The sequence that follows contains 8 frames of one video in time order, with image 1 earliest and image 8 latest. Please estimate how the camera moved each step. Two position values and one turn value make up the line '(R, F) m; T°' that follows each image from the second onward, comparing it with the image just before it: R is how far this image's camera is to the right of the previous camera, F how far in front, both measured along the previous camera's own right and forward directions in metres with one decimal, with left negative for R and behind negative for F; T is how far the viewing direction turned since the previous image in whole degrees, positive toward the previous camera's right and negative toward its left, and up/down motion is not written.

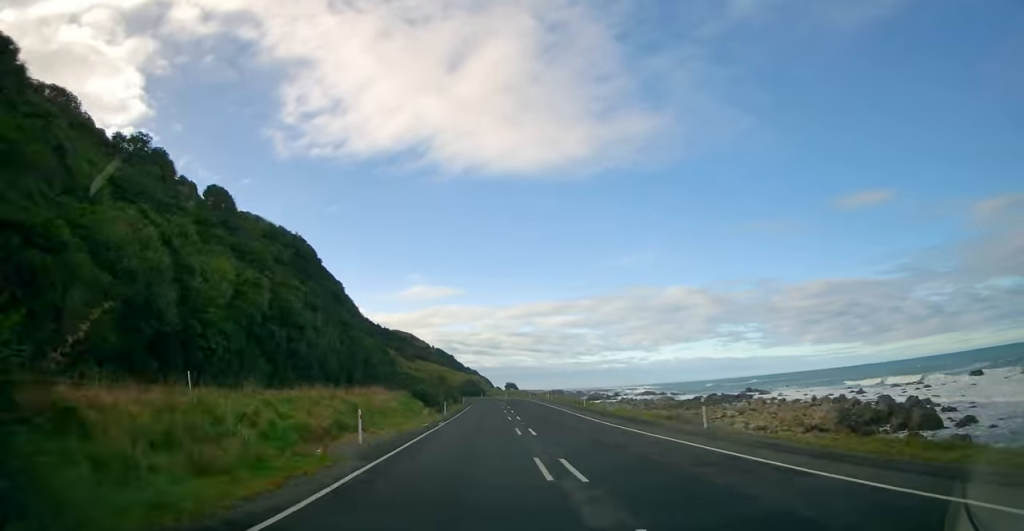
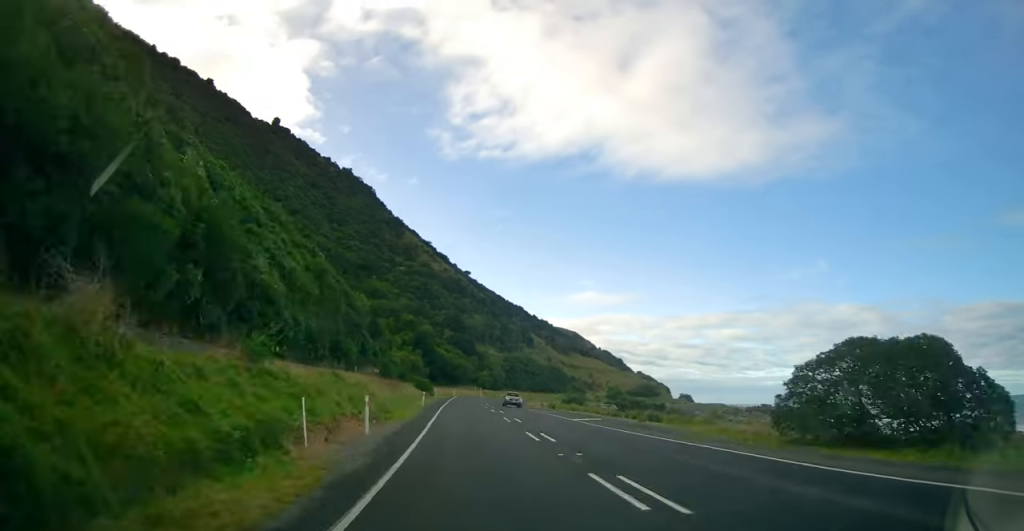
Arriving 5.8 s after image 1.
(-12.9, +126.5) m; -13°
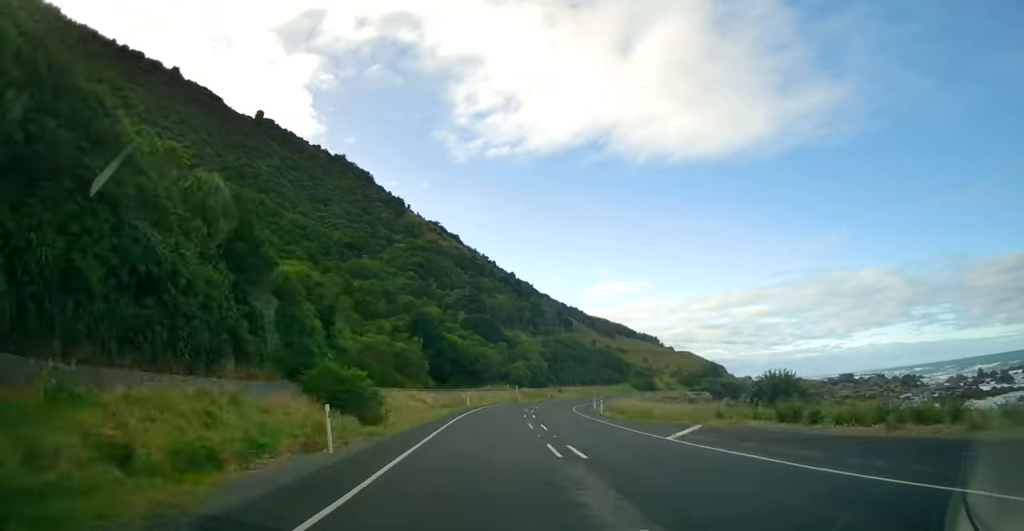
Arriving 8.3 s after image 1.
(-2.7, +52.8) m; 0°
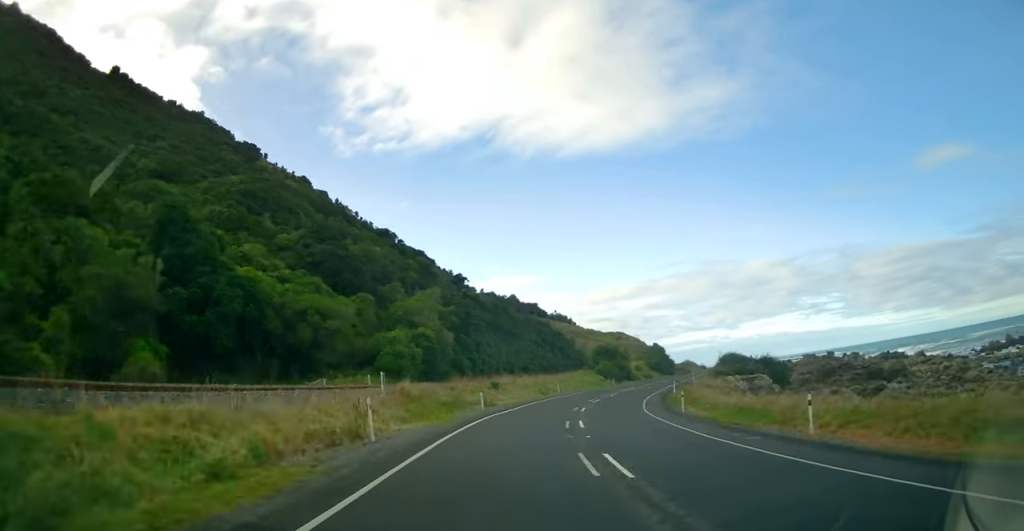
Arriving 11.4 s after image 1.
(+3.4, +64.2) m; +15°
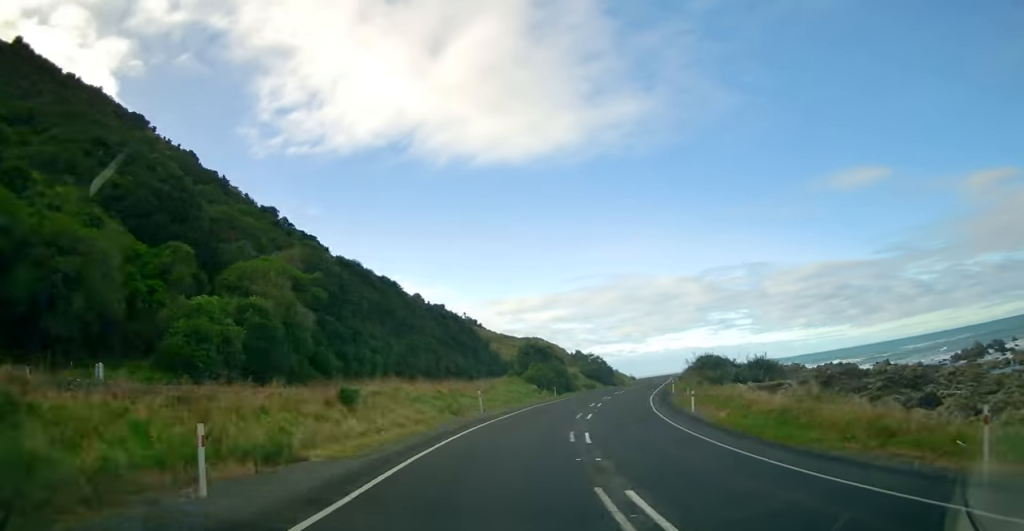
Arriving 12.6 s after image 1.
(+5.1, +24.4) m; +7°
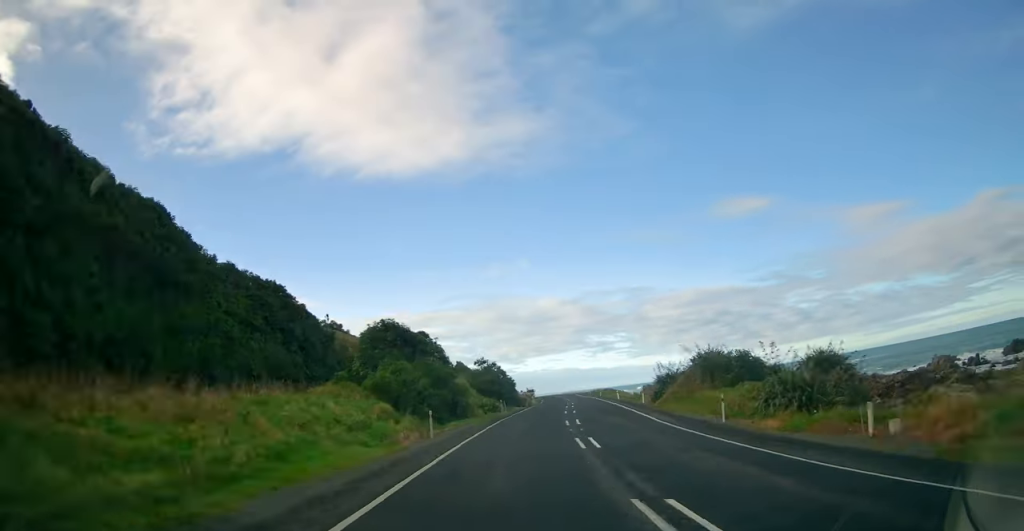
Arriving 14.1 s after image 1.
(+2.9, +31.0) m; +8°
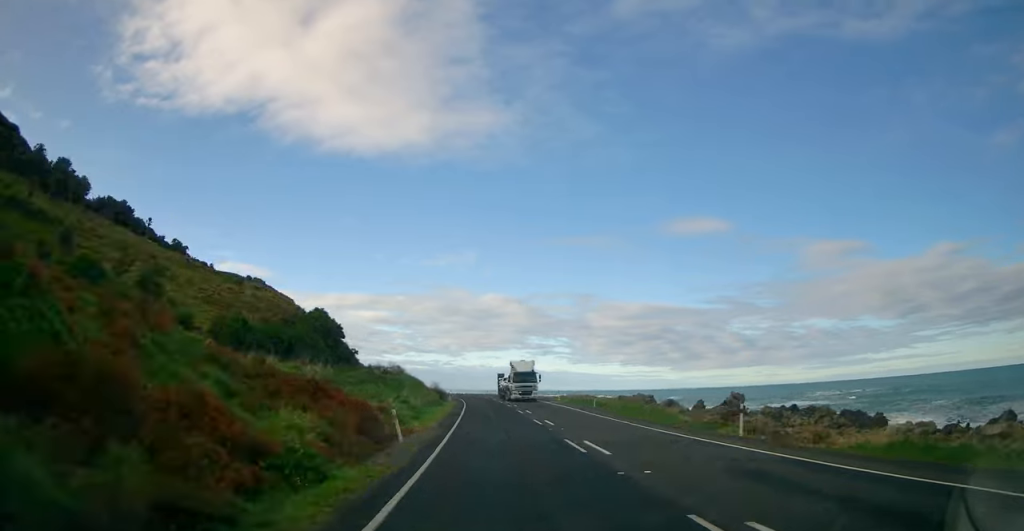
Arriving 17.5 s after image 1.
(+6.5, +70.0) m; +4°
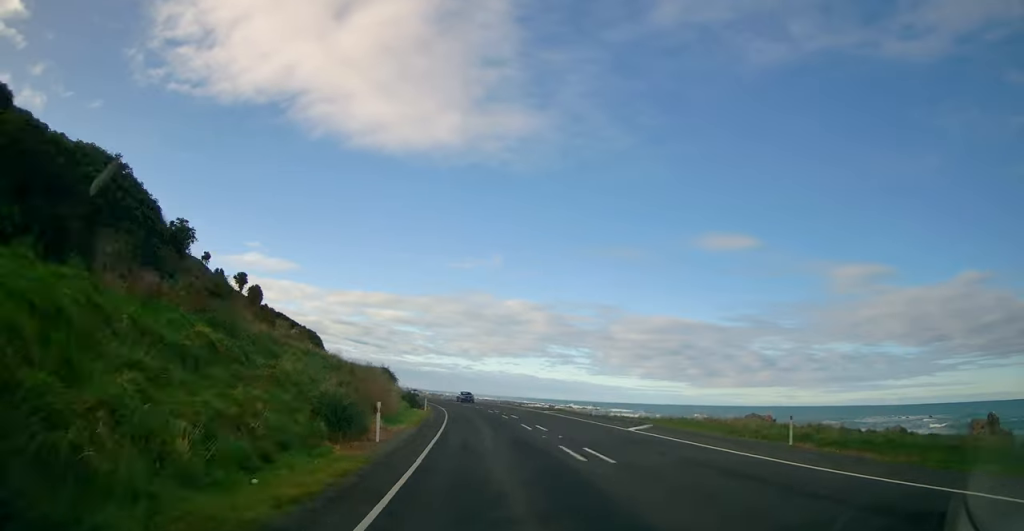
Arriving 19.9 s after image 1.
(-1.5, +49.4) m; -5°
